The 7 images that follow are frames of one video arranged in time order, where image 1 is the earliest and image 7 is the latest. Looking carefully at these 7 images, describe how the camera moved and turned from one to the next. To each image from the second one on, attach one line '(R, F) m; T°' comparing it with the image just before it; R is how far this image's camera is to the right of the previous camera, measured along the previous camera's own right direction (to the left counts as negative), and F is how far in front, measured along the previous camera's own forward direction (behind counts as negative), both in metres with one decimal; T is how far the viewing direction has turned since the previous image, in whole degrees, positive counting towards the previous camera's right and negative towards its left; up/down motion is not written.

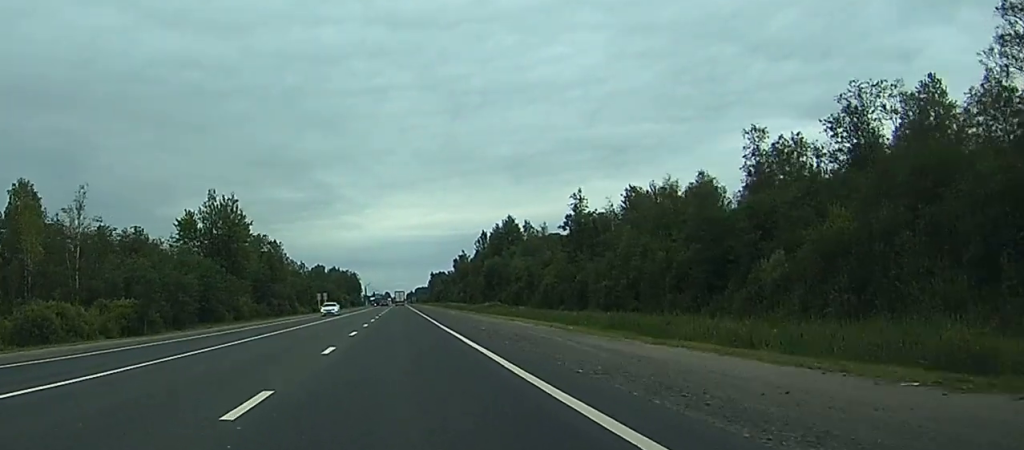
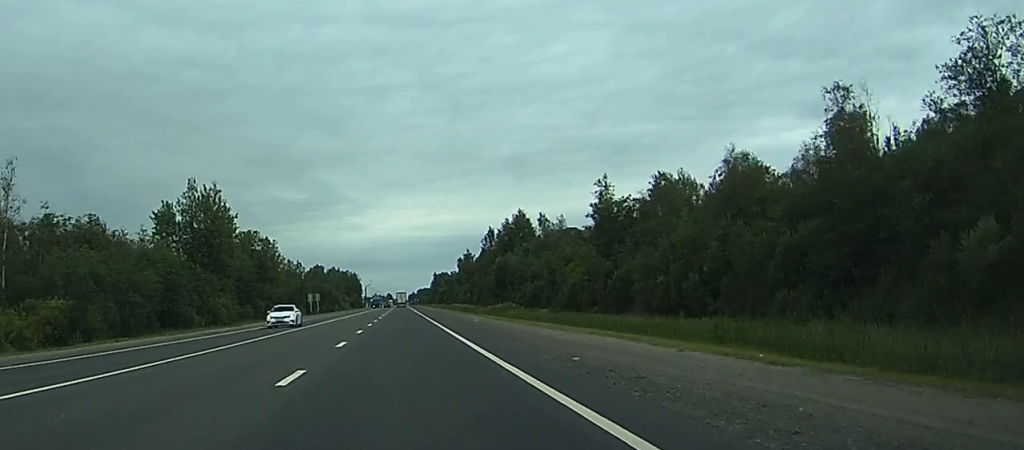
(0.0, +19.9) m; 0°
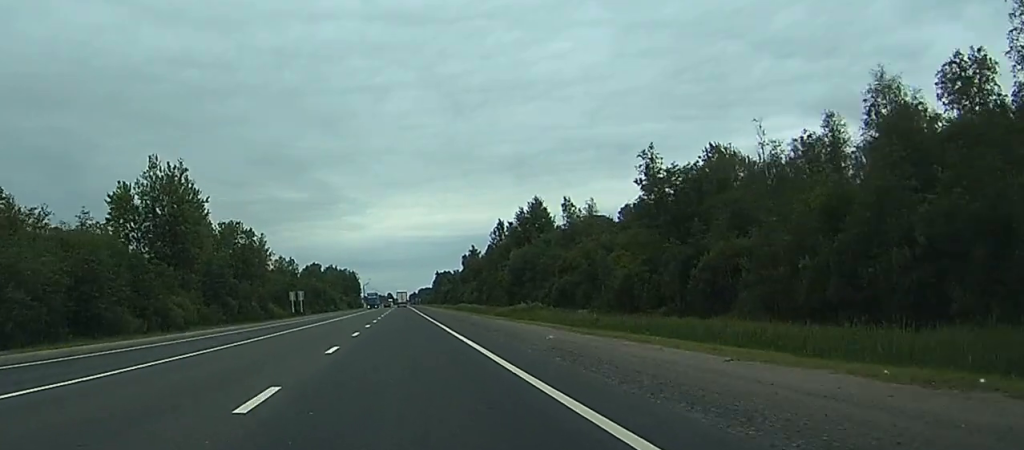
(0.0, +27.4) m; 0°
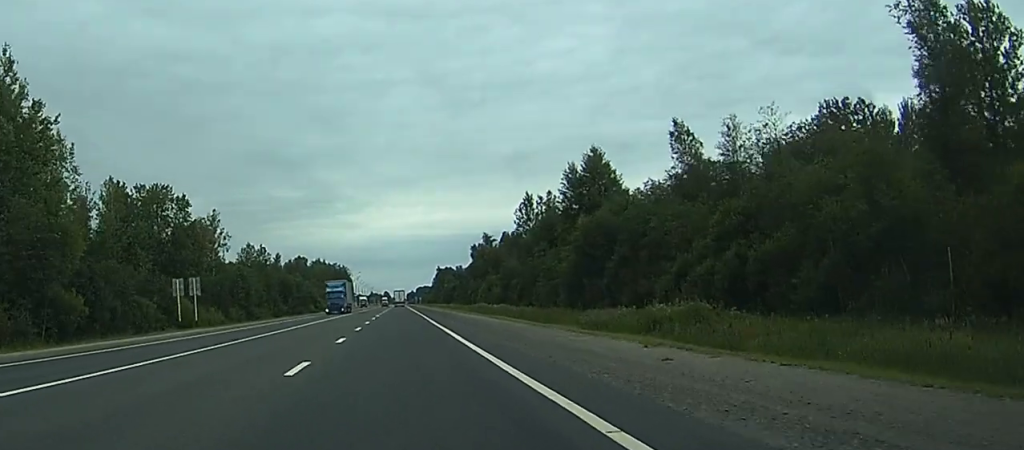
(-0.2, +66.5) m; 0°
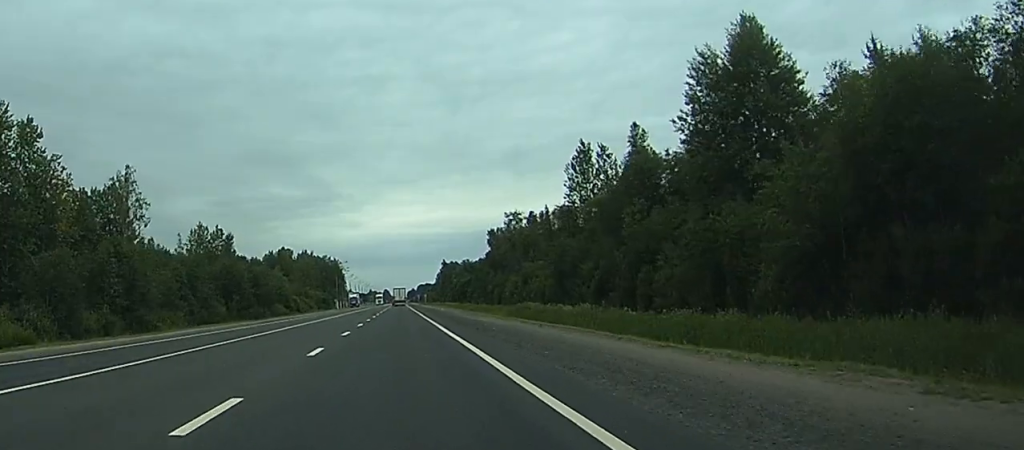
(-0.1, +67.1) m; 0°
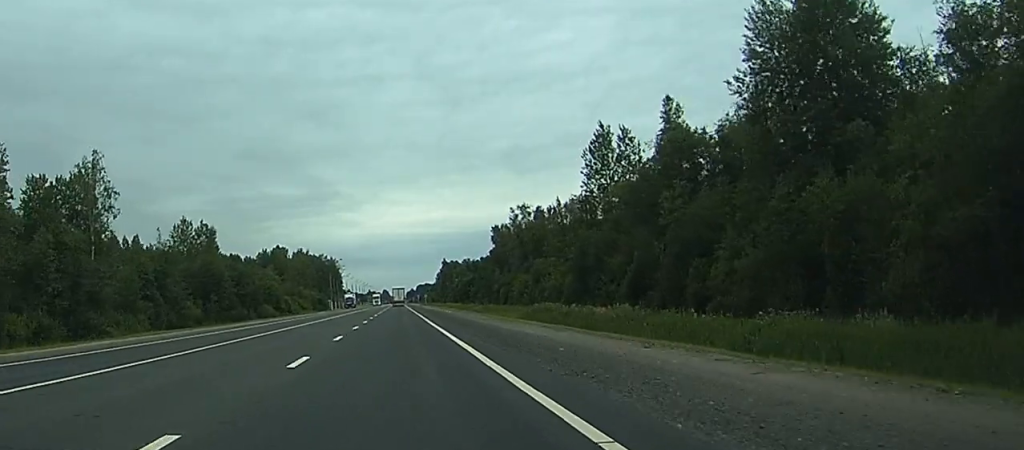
(0.0, +15.3) m; 0°
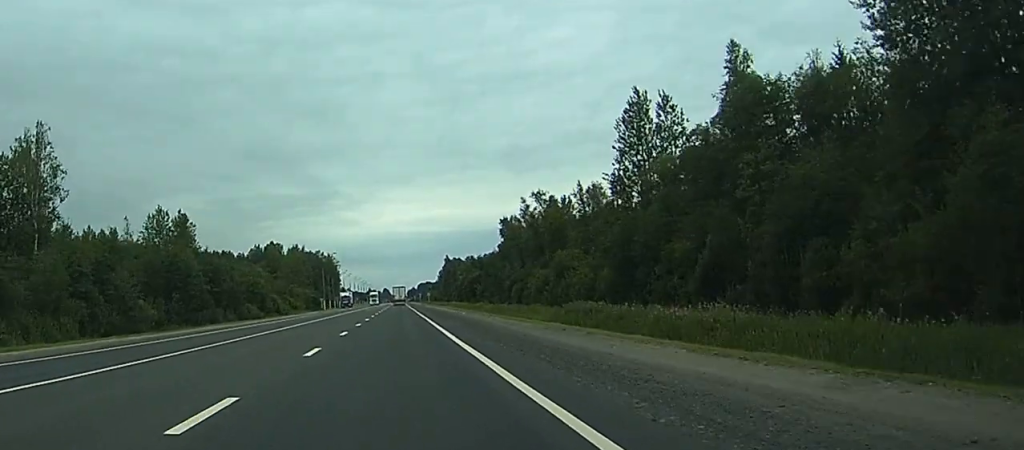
(0.0, +20.9) m; 0°
